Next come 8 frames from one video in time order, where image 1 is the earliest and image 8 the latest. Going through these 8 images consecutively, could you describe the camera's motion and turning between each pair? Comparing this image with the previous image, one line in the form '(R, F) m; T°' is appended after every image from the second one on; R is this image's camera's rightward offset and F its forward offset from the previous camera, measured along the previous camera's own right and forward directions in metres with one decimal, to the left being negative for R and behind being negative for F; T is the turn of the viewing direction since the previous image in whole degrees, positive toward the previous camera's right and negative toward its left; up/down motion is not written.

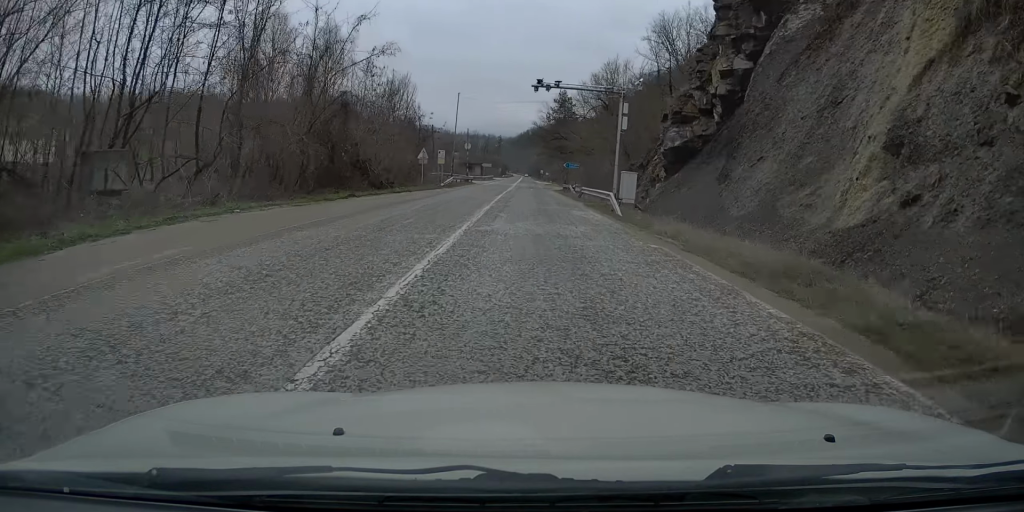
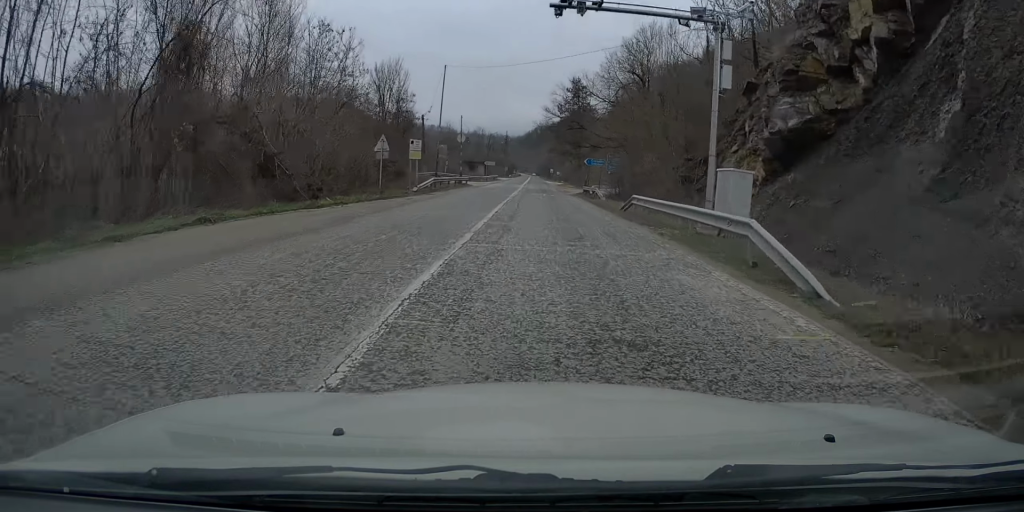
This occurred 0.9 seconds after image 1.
(-0.2, +15.4) m; -2°
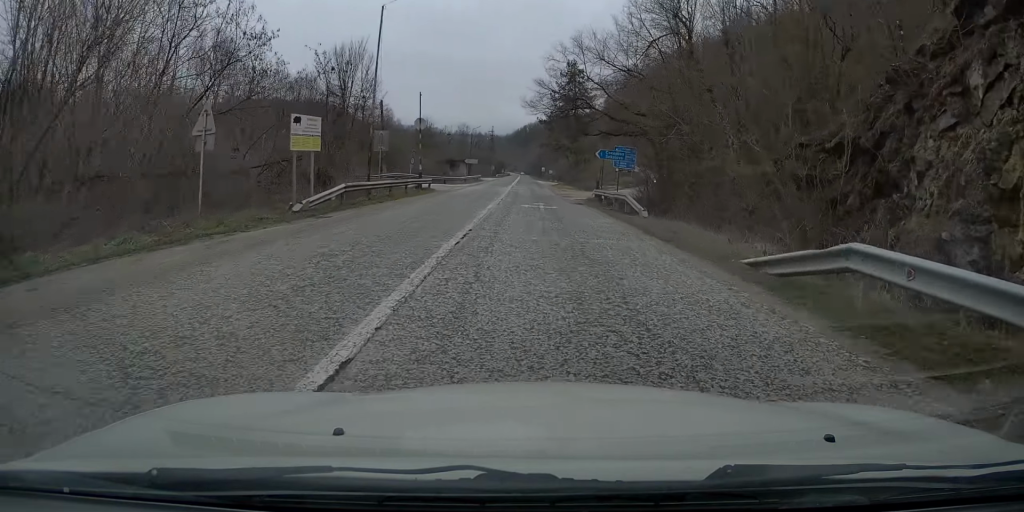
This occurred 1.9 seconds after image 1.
(-0.4, +16.0) m; -2°
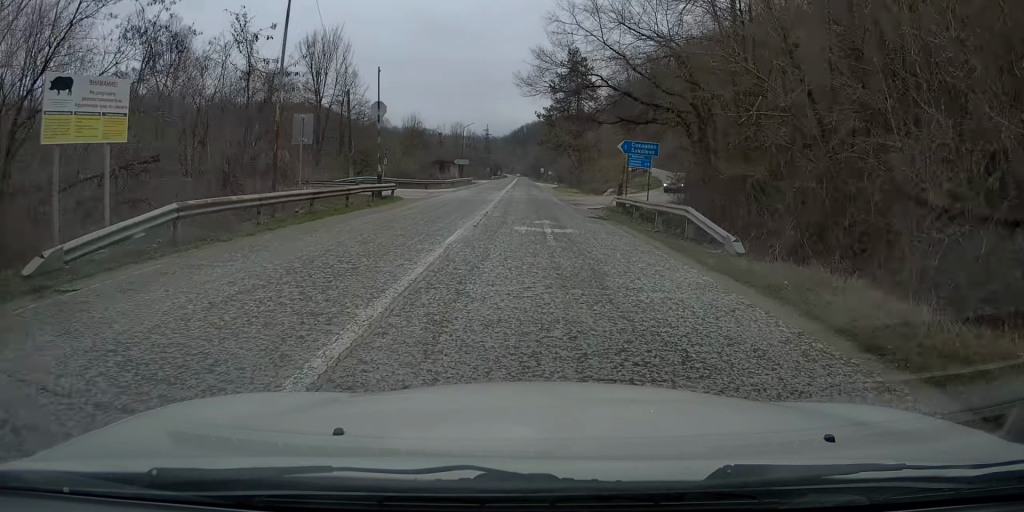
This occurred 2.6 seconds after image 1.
(-0.1, +10.0) m; 0°
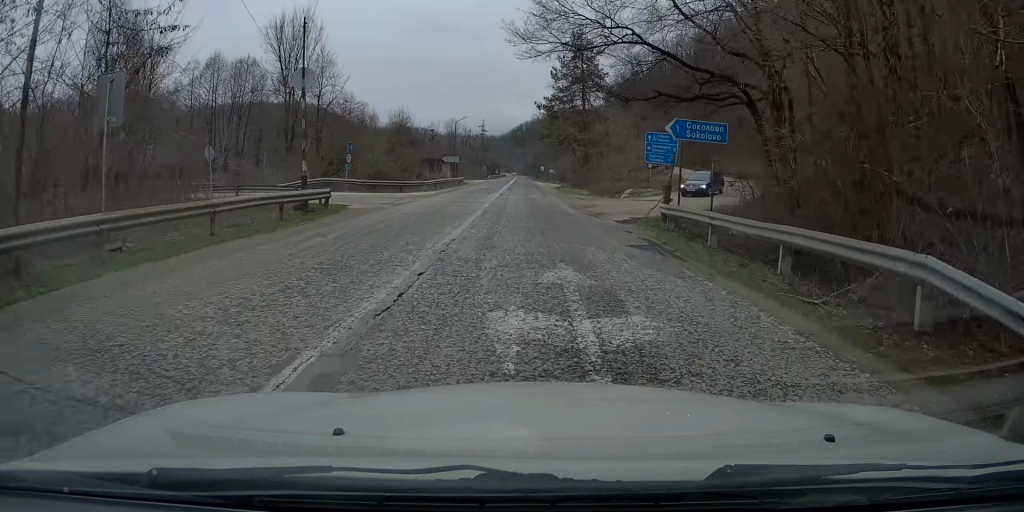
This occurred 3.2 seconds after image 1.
(+0.1, +9.5) m; +1°
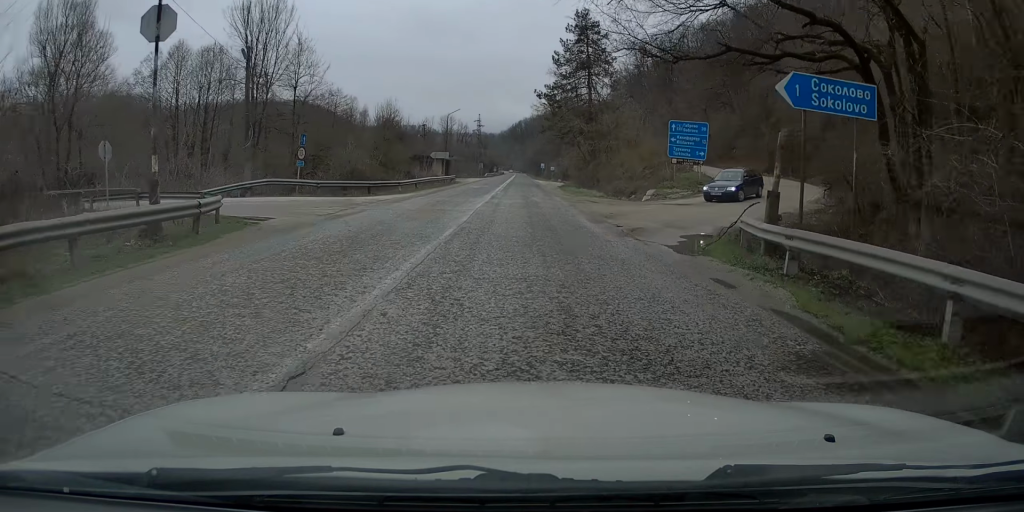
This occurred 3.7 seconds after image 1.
(0.0, +7.9) m; +1°
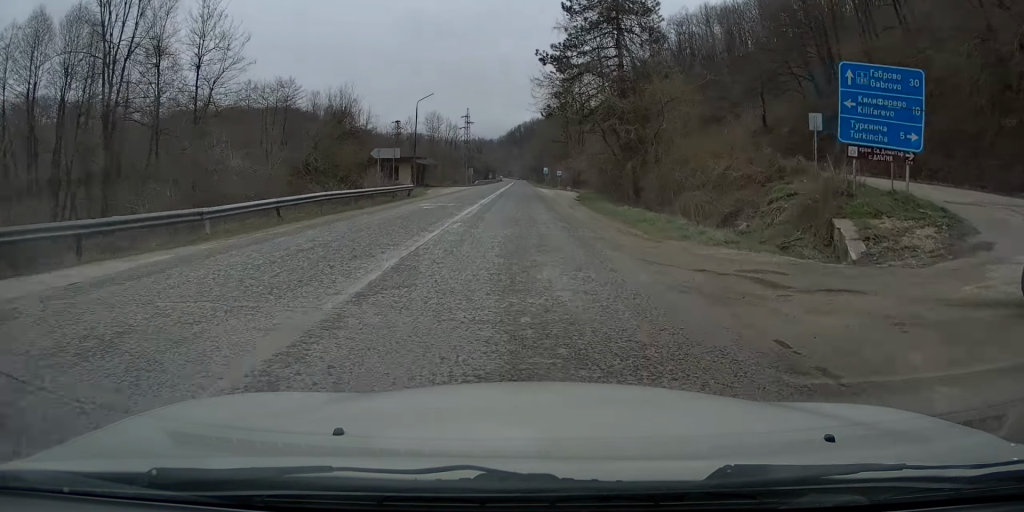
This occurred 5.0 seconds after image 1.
(+0.1, +21.6) m; -1°
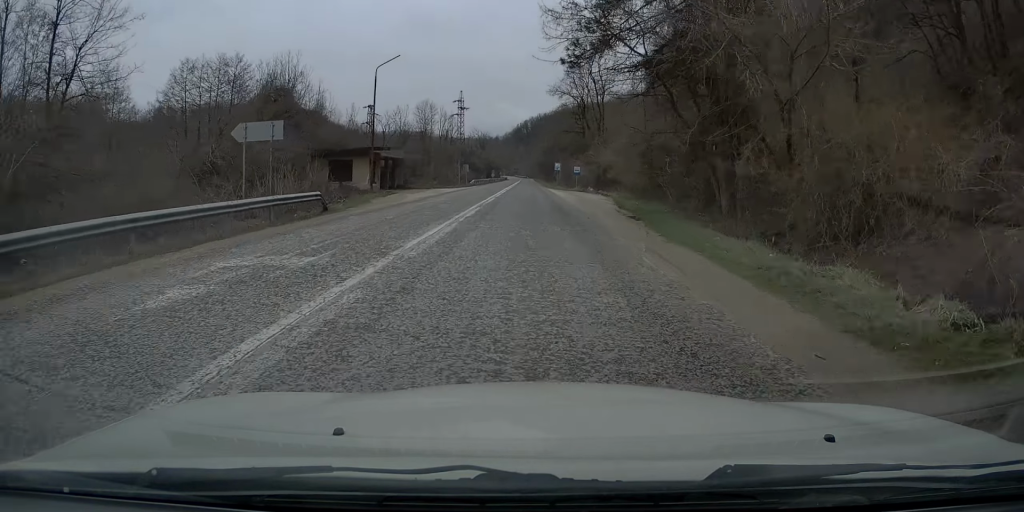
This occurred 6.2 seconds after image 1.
(-0.2, +18.0) m; -1°
